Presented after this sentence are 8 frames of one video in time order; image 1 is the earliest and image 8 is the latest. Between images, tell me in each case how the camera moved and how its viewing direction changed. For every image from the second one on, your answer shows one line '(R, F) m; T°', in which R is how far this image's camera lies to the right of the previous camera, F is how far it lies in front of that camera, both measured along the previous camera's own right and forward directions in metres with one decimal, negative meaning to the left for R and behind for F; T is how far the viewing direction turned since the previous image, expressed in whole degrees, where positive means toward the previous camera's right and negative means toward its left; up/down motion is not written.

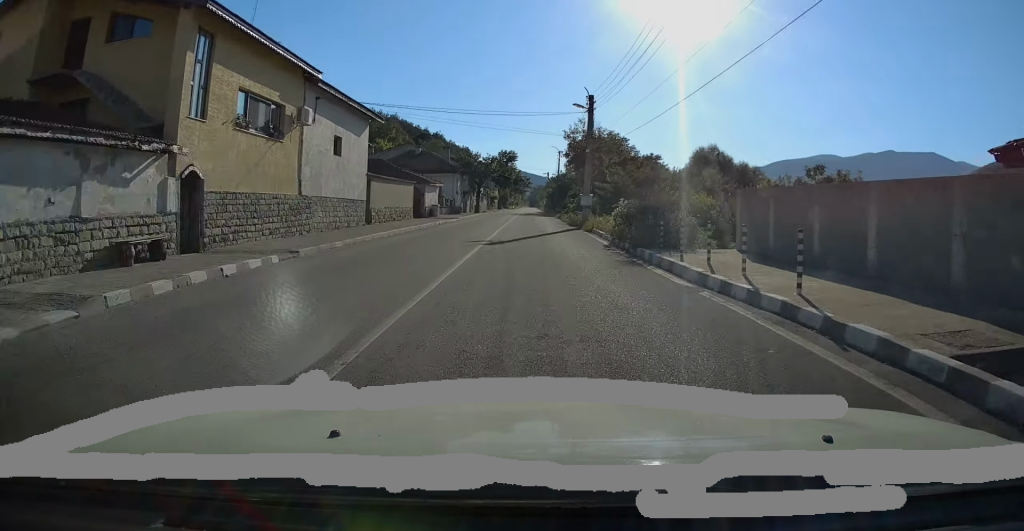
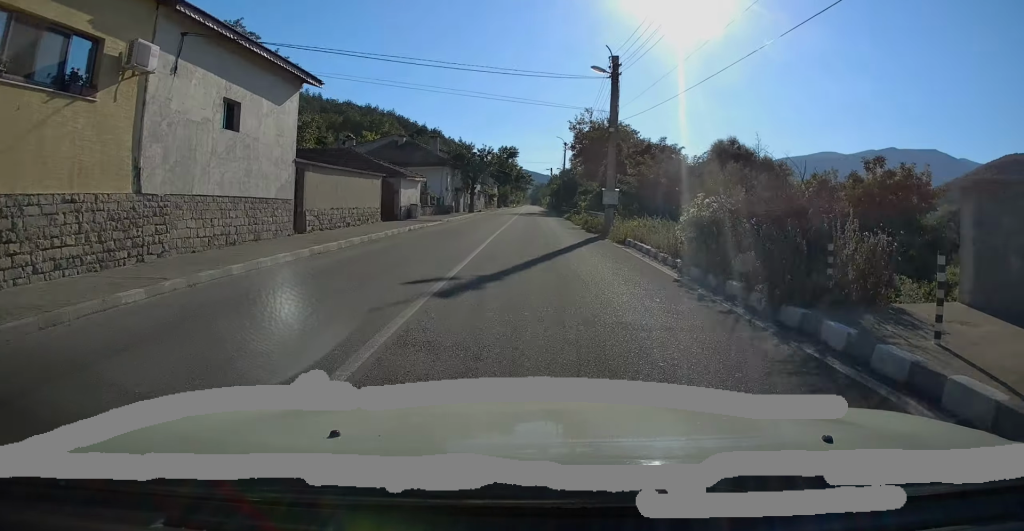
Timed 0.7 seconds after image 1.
(-0.1, +8.9) m; 0°
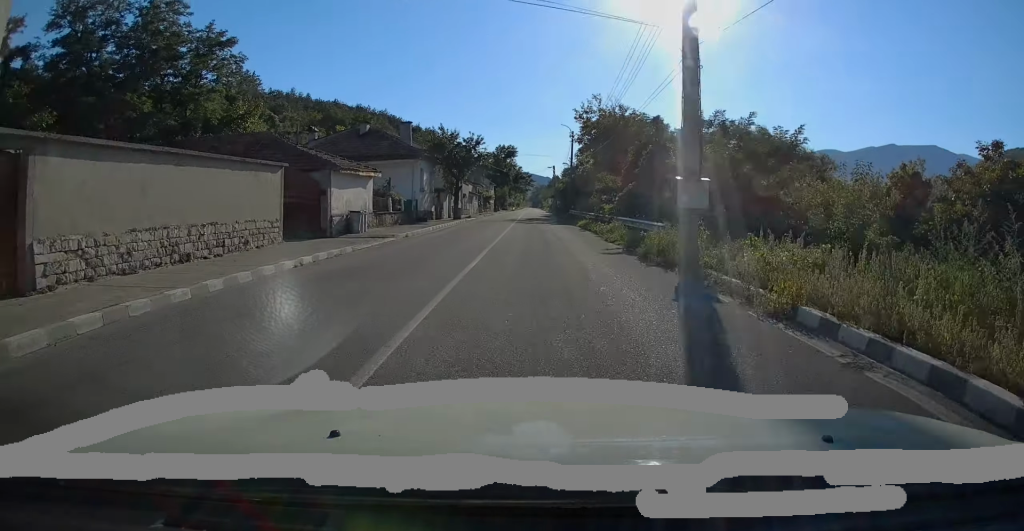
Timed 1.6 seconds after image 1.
(+0.1, +12.2) m; 0°
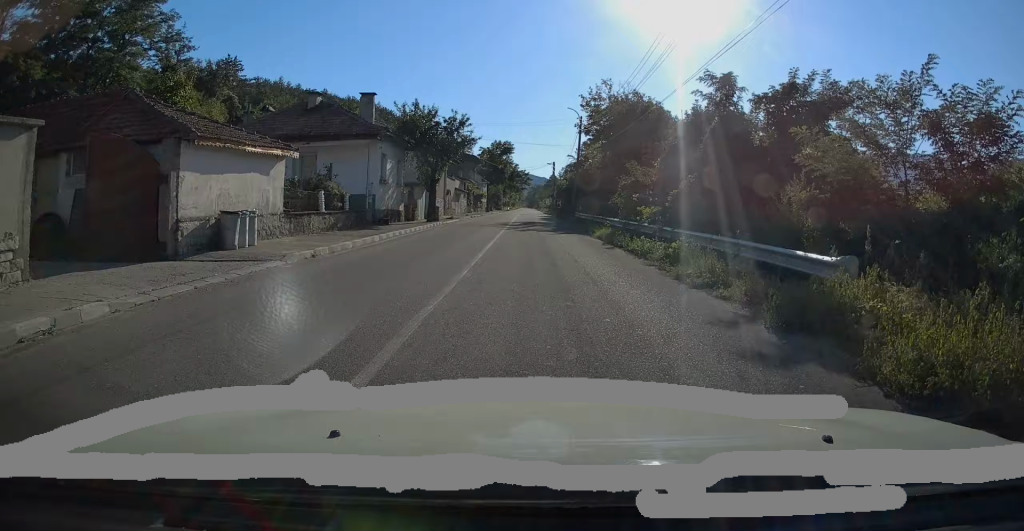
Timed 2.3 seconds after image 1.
(0.0, +10.0) m; 0°
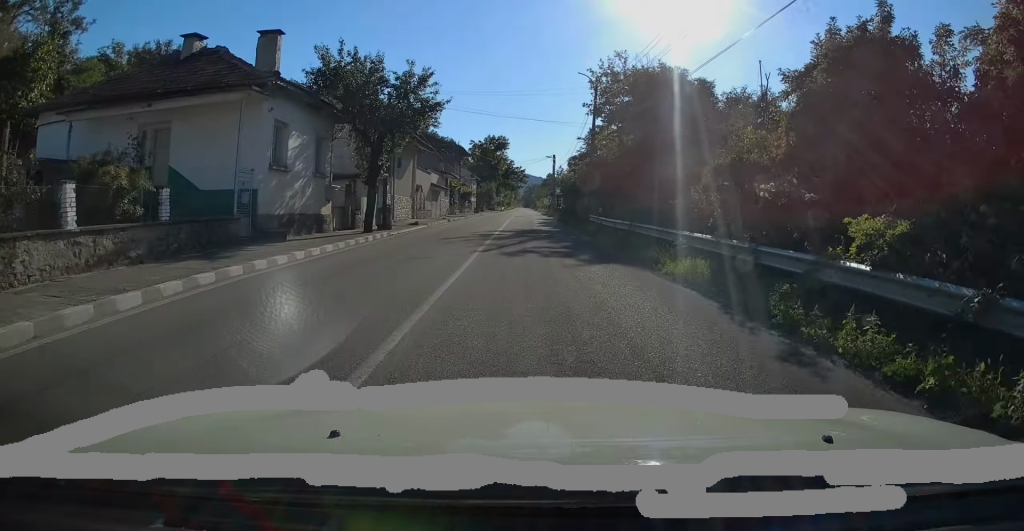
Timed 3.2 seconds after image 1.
(0.0, +12.4) m; 0°
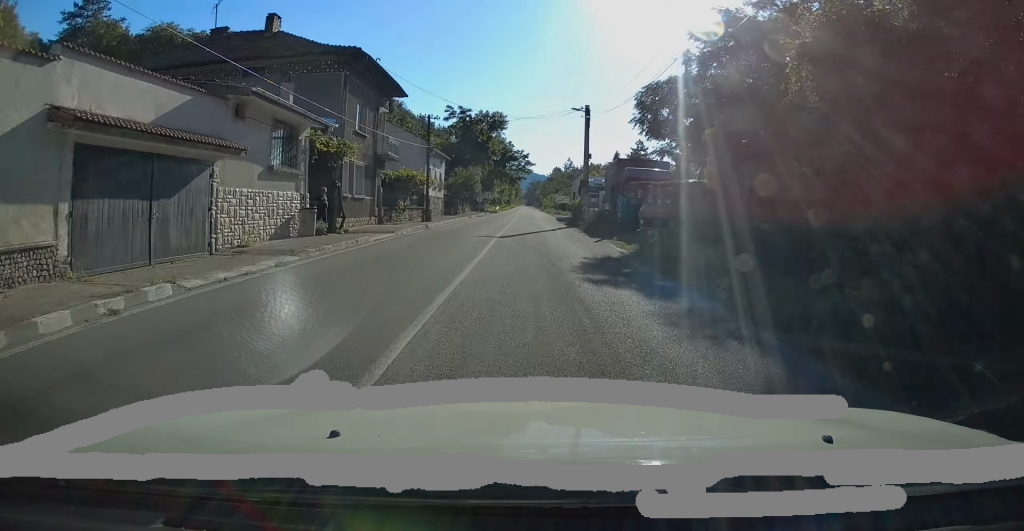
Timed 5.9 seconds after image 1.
(+0.3, +38.0) m; +1°
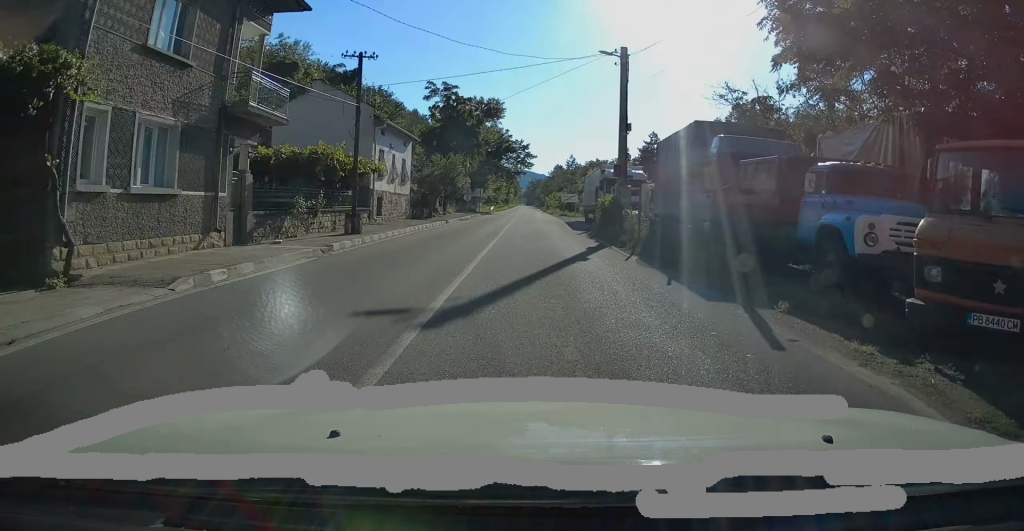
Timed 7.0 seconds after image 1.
(+0.1, +14.7) m; -1°
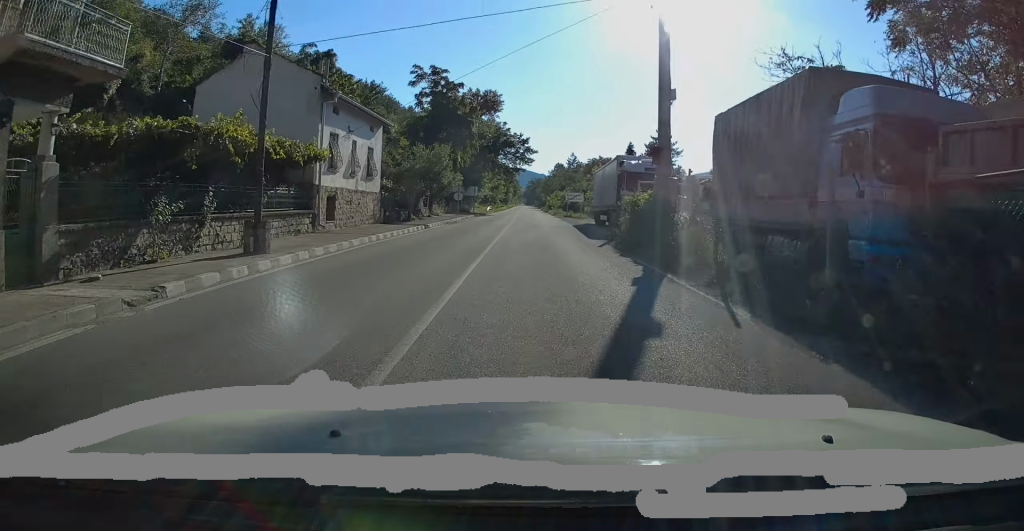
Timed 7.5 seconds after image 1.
(-0.1, +7.3) m; -1°
